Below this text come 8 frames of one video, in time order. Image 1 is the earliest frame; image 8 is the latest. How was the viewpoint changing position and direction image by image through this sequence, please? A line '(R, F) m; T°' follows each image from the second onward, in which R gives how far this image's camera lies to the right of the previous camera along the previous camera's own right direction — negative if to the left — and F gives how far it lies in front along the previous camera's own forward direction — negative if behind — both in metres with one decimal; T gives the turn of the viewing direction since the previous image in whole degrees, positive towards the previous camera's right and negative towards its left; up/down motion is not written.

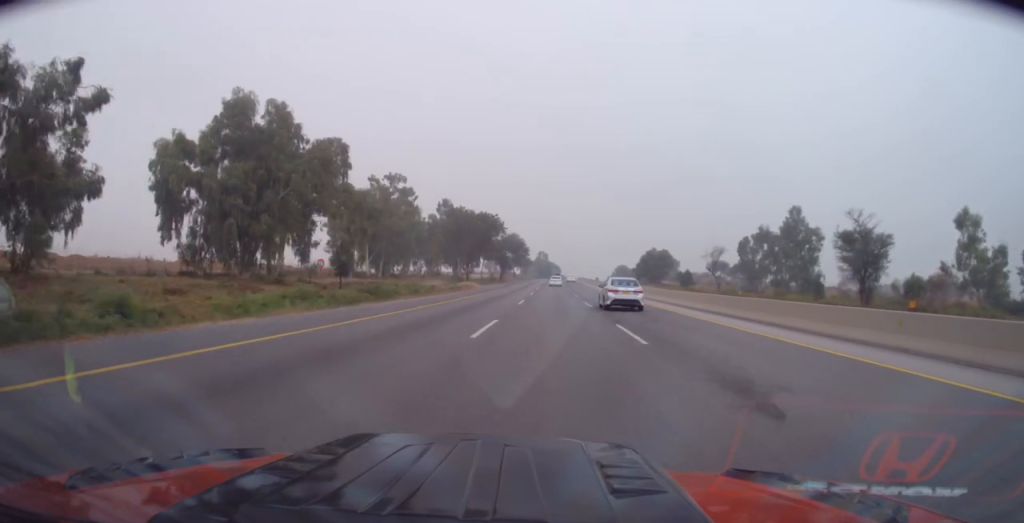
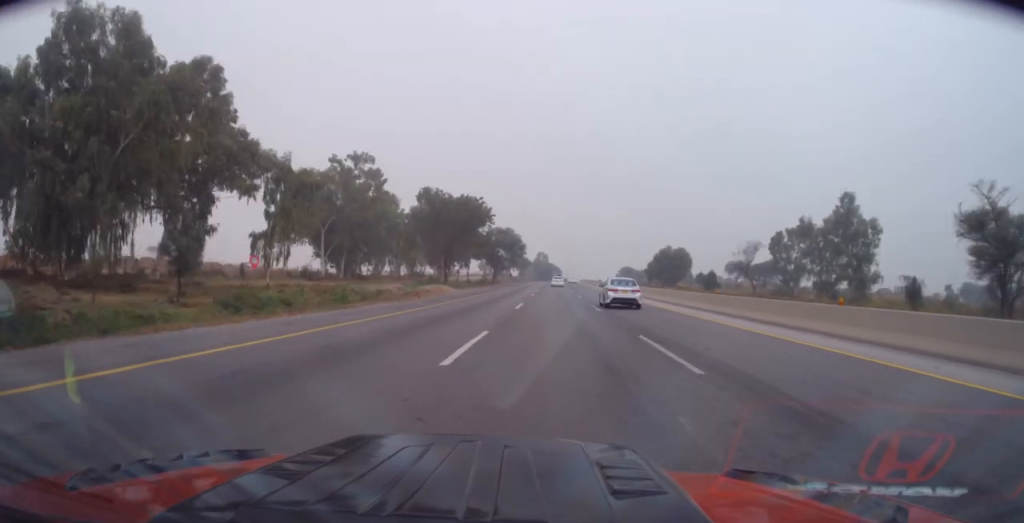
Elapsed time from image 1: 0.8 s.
(-0.3, +22.1) m; 0°
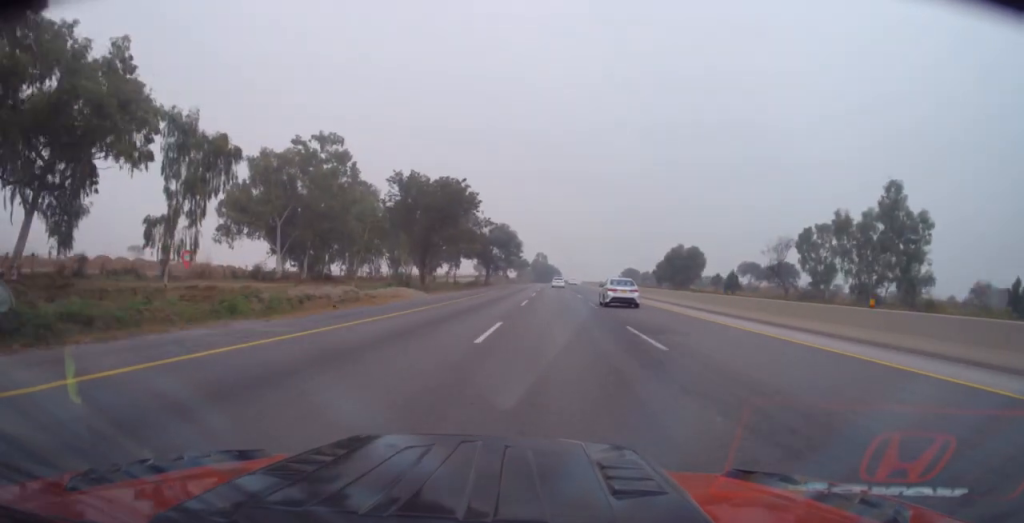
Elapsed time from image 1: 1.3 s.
(+0.1, +14.7) m; +1°
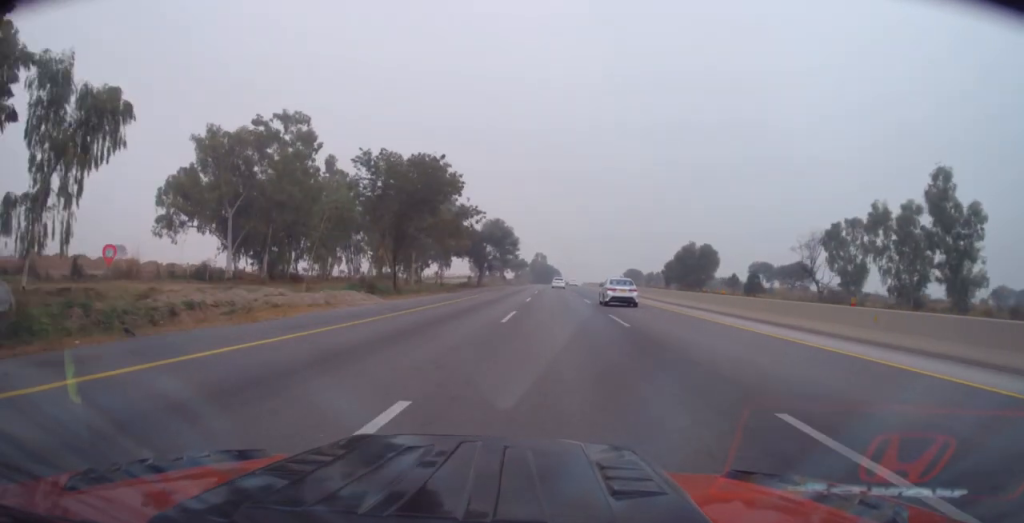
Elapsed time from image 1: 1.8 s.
(+0.1, +11.9) m; 0°
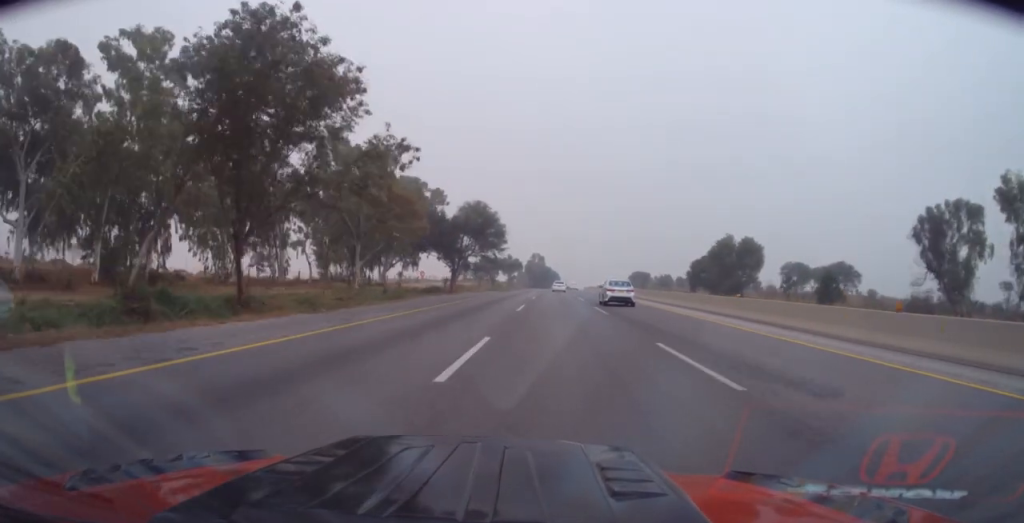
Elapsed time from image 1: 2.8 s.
(+0.2, +28.6) m; 0°
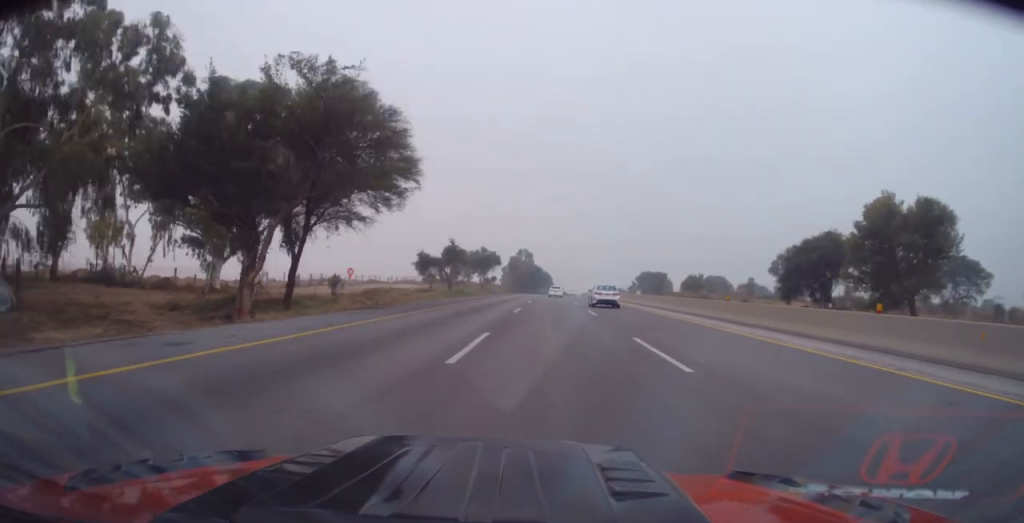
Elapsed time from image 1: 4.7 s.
(-0.6, +52.0) m; 0°
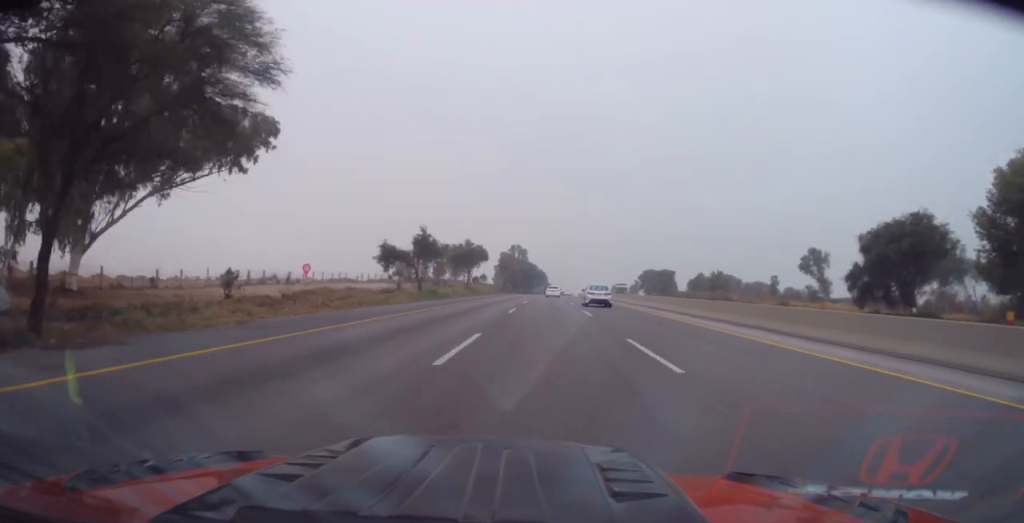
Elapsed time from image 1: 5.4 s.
(-0.1, +18.2) m; +1°
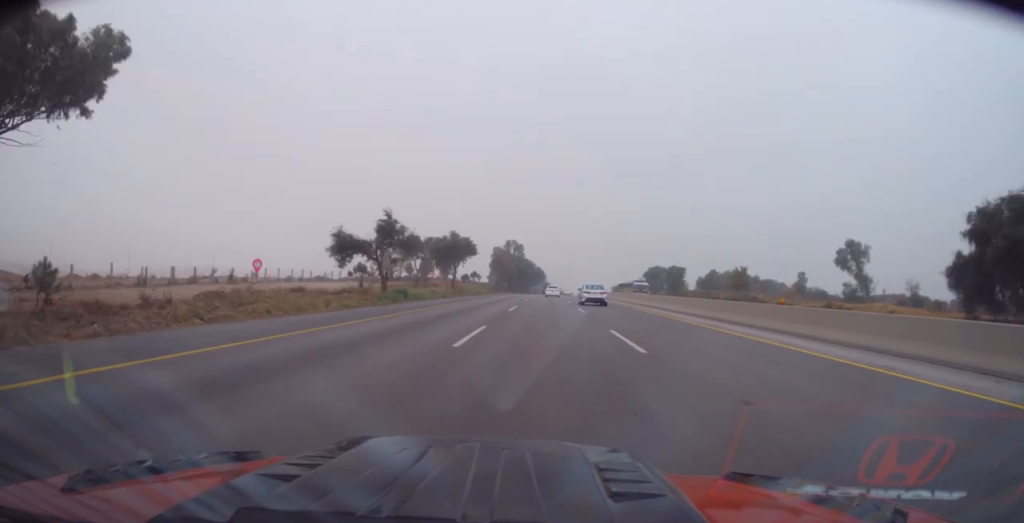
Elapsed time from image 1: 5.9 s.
(+0.2, +15.5) m; +1°
